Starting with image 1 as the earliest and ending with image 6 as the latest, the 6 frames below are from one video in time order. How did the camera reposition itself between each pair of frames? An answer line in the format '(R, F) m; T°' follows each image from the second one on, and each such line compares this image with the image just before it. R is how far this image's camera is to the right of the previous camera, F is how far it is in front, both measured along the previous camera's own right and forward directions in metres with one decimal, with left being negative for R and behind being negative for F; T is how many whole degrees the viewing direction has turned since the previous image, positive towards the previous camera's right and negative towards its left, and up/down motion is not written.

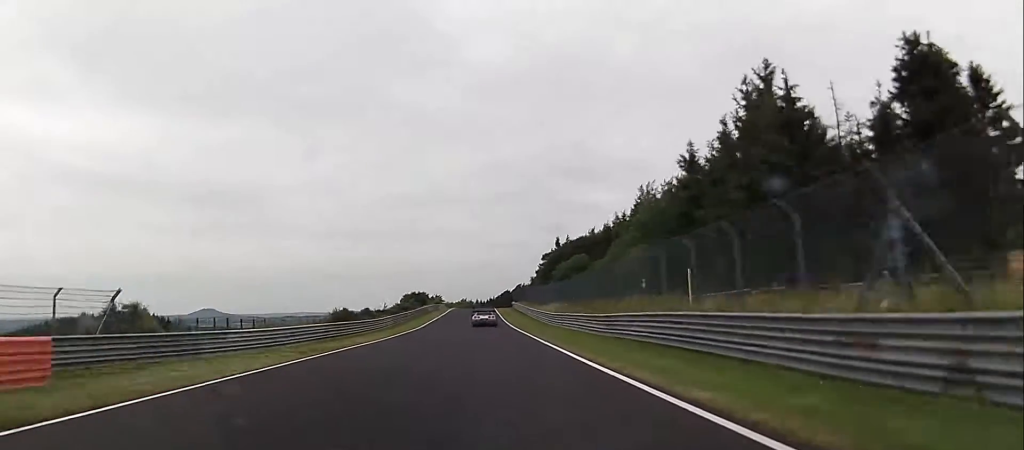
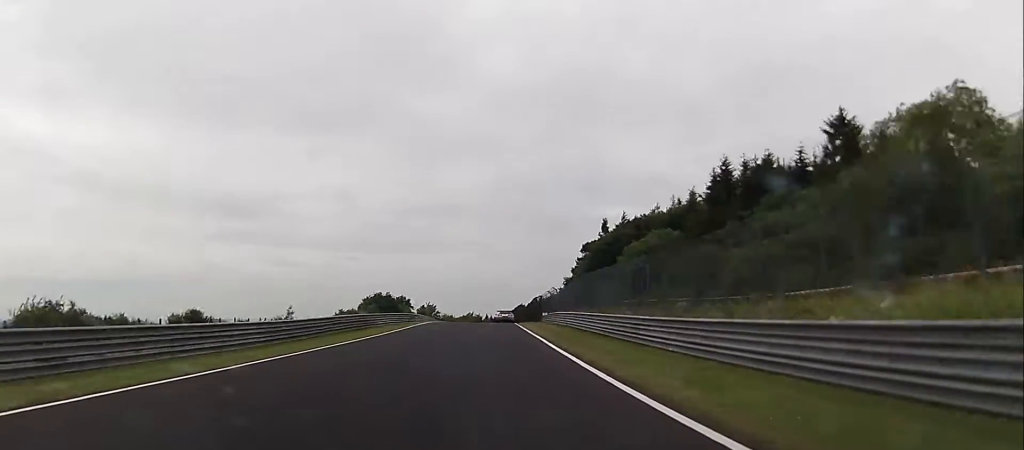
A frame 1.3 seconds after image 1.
(-0.6, +57.3) m; -1°
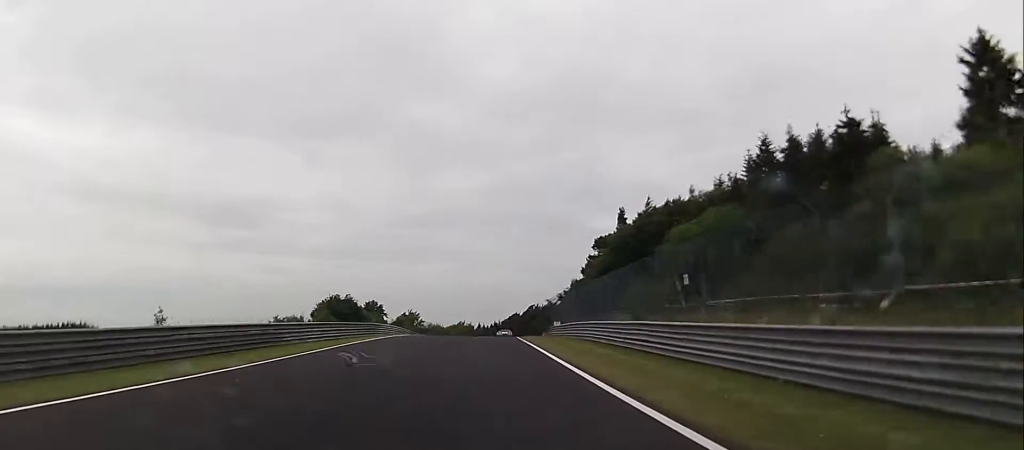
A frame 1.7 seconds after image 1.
(-0.2, +21.9) m; 0°
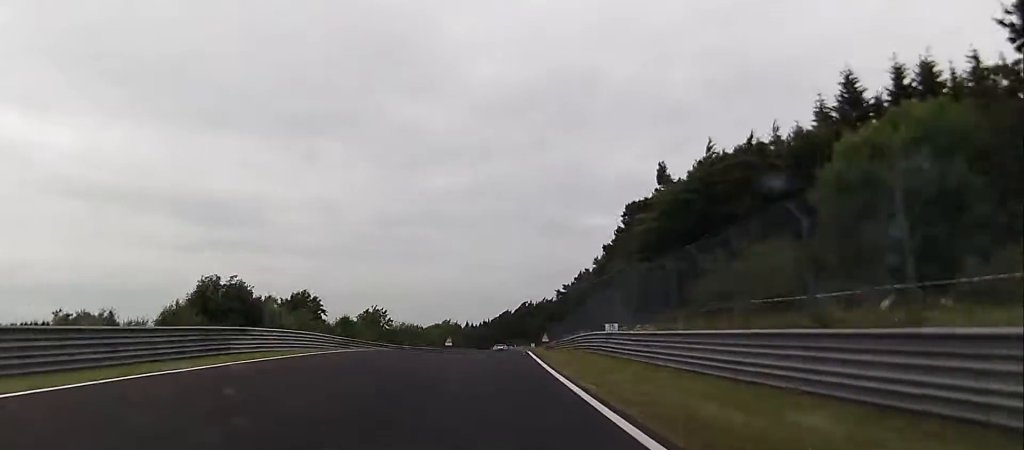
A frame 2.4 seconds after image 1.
(+0.2, +29.2) m; +1°
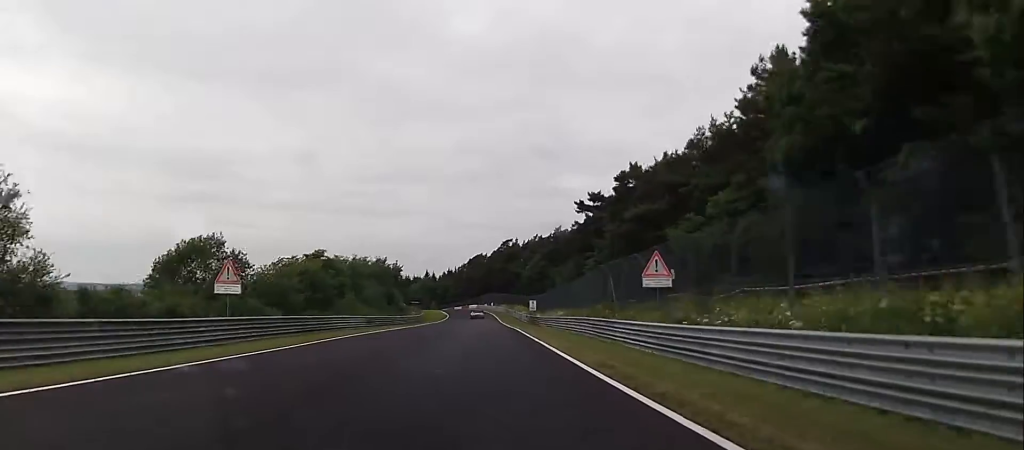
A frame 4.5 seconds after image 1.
(+2.1, +94.3) m; +2°
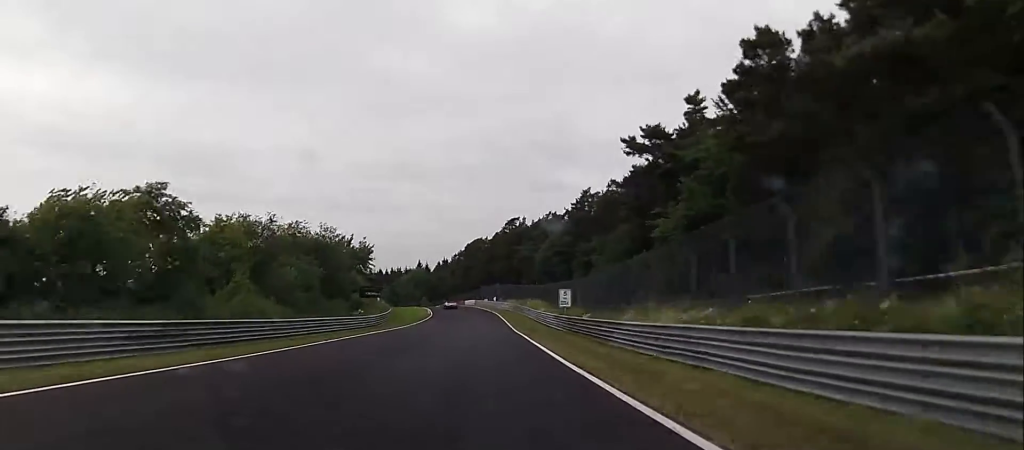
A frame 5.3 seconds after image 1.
(+0.1, +36.7) m; 0°
